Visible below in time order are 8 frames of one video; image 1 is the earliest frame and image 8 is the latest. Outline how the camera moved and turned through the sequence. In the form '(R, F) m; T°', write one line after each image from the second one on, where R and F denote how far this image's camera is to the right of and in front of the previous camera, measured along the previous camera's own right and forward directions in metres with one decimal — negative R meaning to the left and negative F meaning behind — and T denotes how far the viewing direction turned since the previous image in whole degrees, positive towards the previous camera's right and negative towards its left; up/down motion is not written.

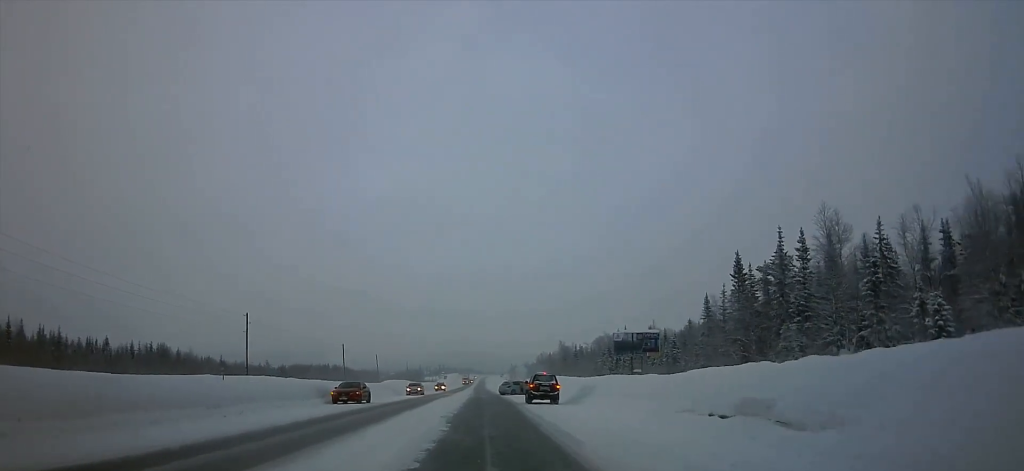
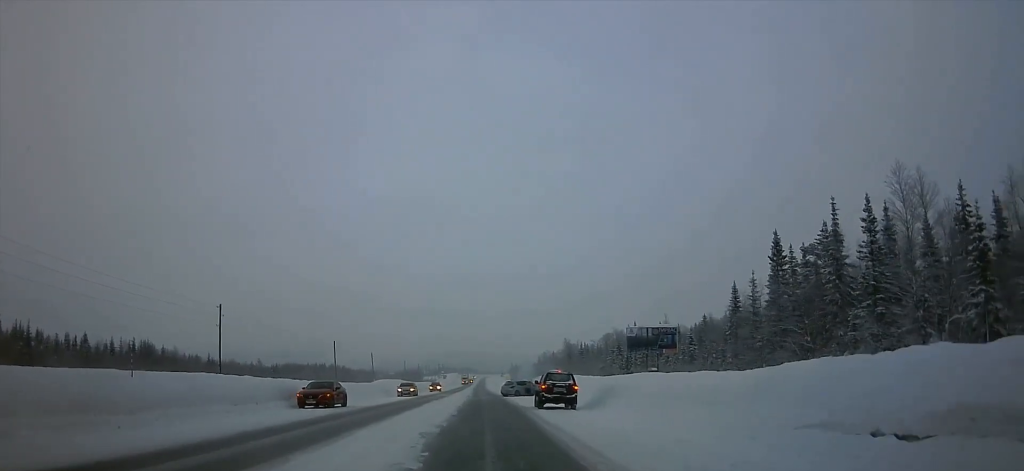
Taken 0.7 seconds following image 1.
(0.0, +9.0) m; 0°
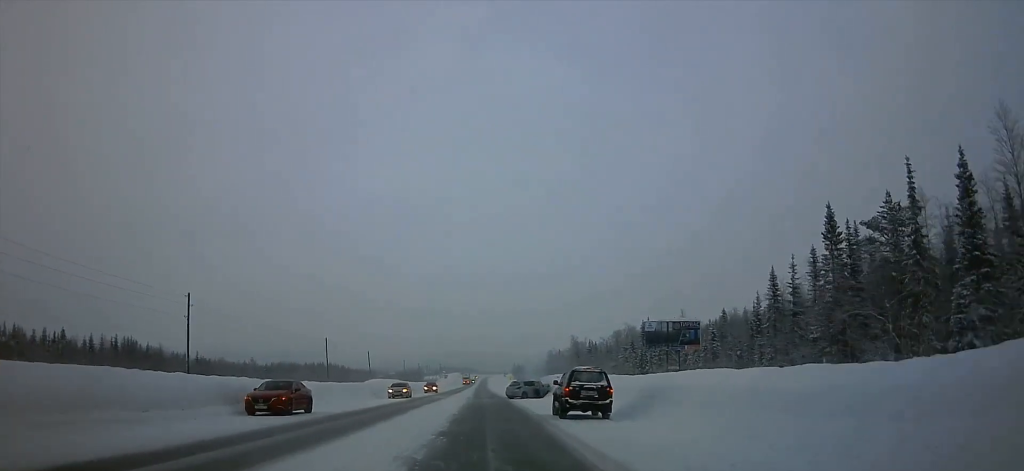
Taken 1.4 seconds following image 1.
(0.0, +9.2) m; 0°
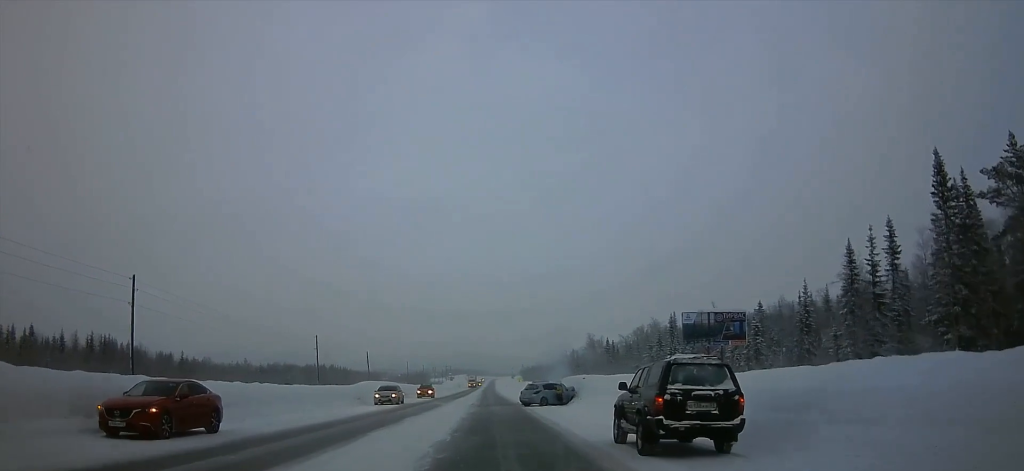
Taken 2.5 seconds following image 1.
(0.0, +12.3) m; 0°
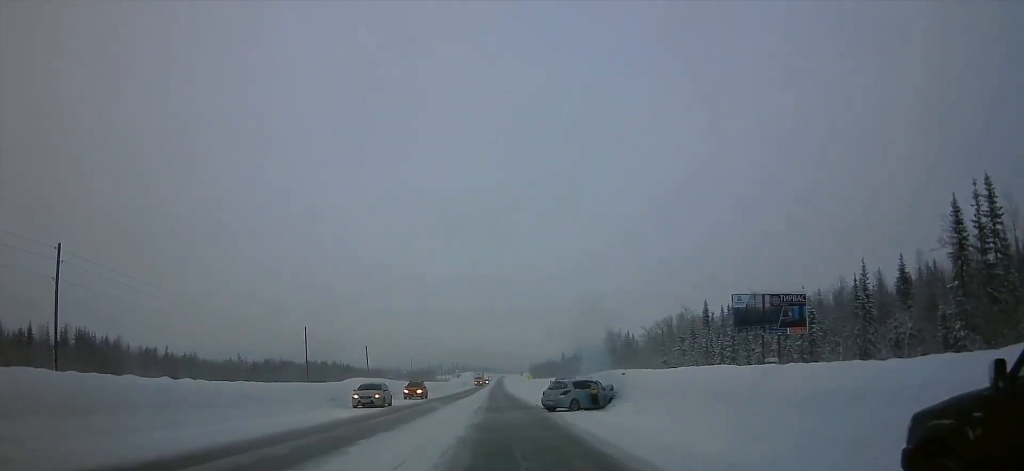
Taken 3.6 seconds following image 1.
(0.0, +11.3) m; 0°
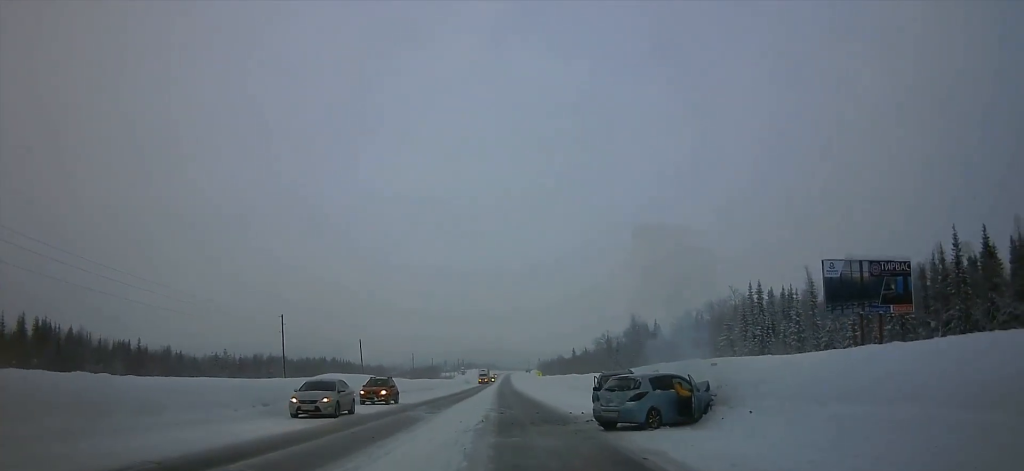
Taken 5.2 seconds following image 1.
(0.0, +14.9) m; 0°
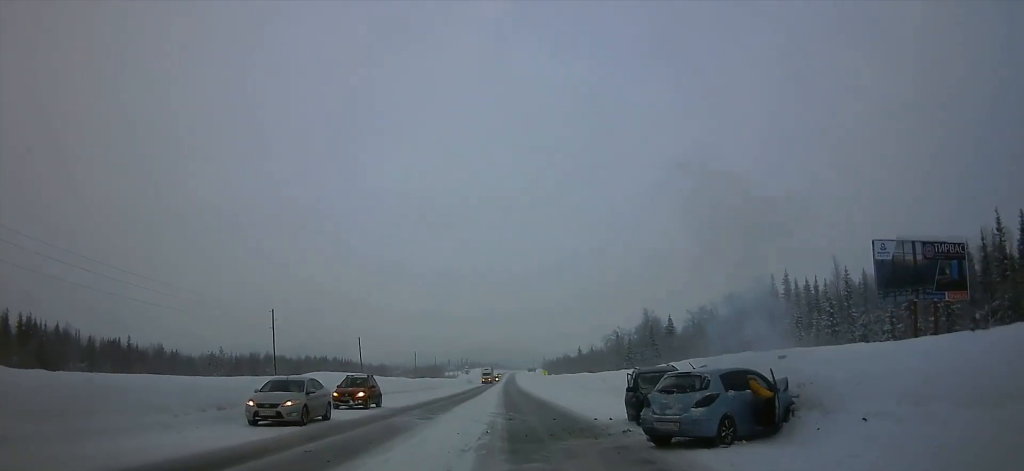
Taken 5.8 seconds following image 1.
(0.0, +5.7) m; 0°
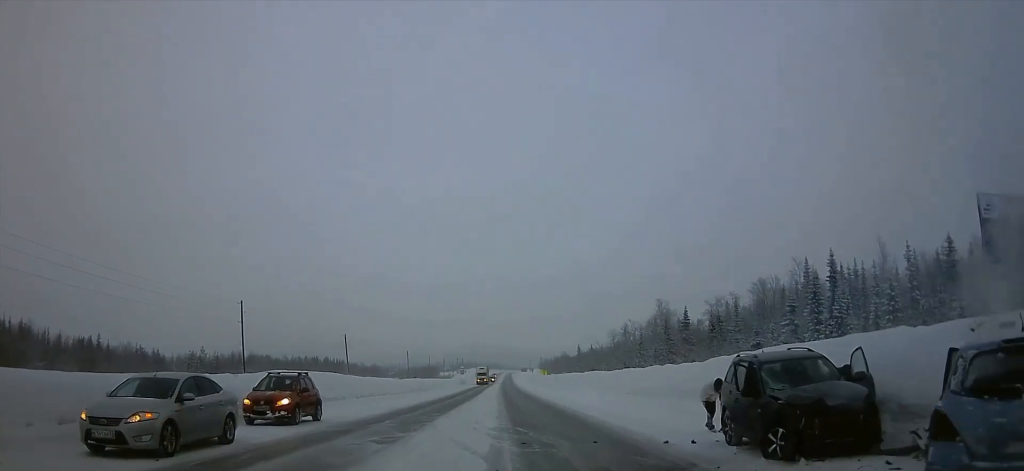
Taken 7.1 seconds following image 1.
(0.0, +9.9) m; 0°
